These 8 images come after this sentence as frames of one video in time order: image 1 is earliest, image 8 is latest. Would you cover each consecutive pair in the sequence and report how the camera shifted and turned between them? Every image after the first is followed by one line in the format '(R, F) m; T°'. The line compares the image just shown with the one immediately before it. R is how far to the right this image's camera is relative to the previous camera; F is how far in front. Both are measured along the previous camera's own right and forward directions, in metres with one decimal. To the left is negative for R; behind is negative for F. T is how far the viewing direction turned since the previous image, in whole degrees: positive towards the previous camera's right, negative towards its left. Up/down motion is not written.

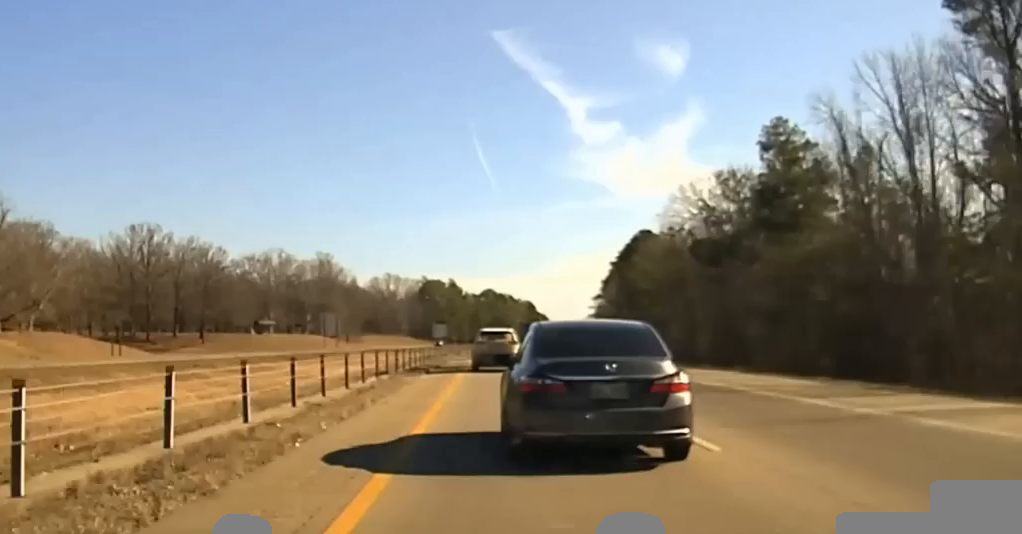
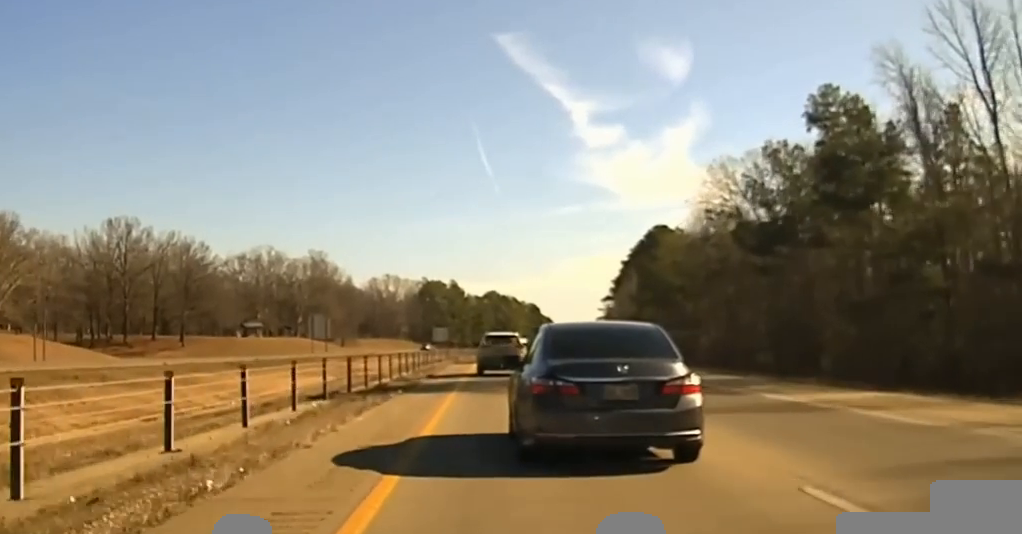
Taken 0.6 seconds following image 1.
(0.0, +18.1) m; 0°
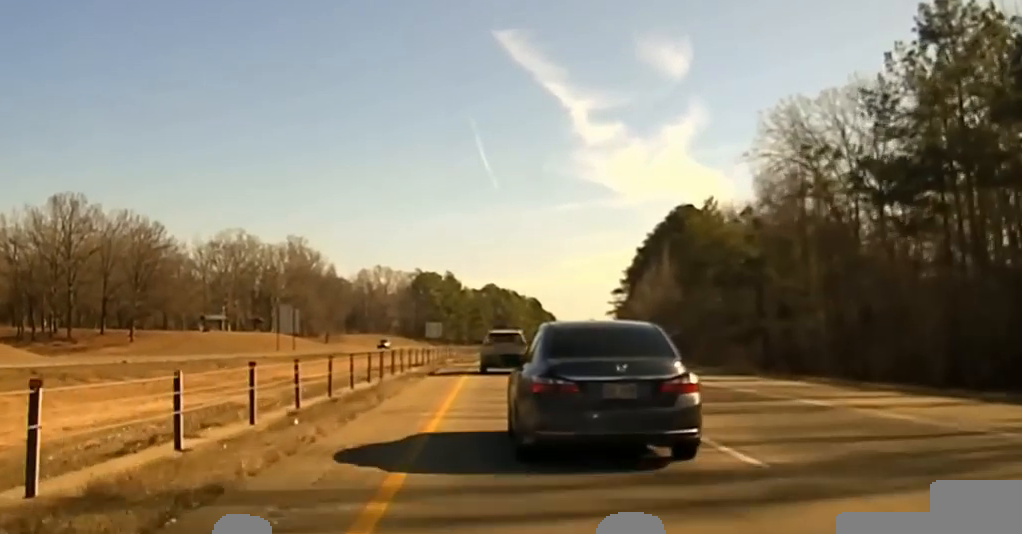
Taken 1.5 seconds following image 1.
(-0.3, +26.0) m; 0°
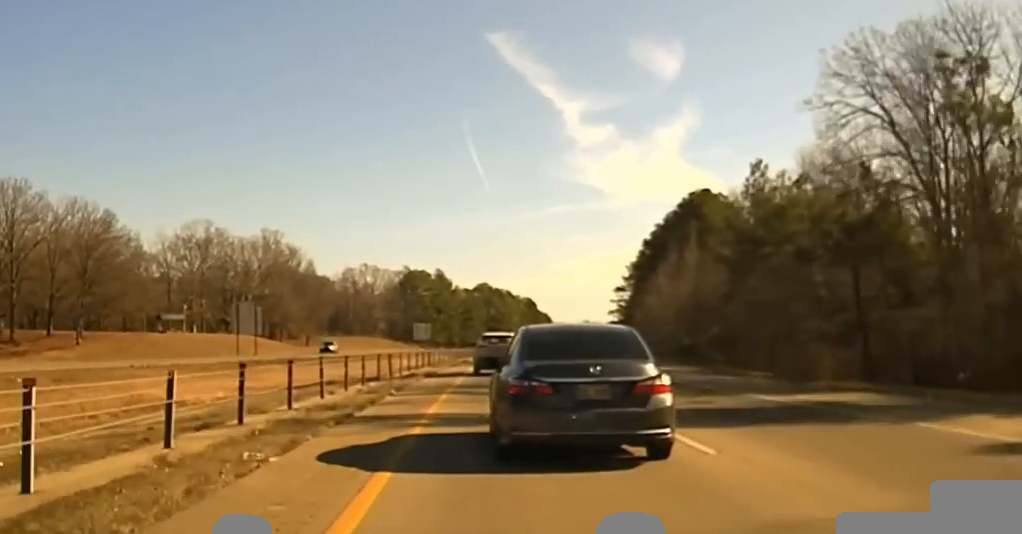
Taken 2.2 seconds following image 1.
(+0.2, +20.1) m; +1°
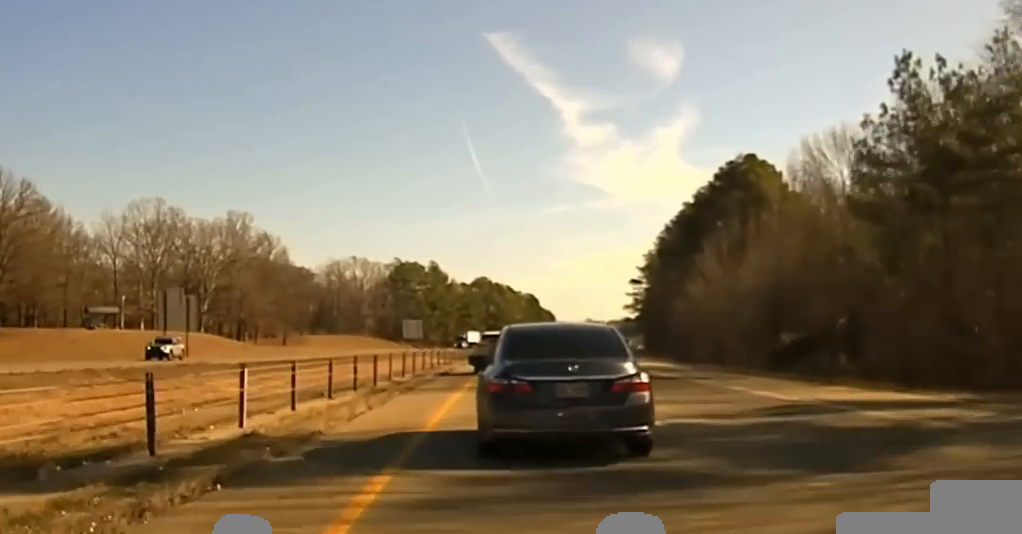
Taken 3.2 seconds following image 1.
(+0.3, +30.7) m; +1°
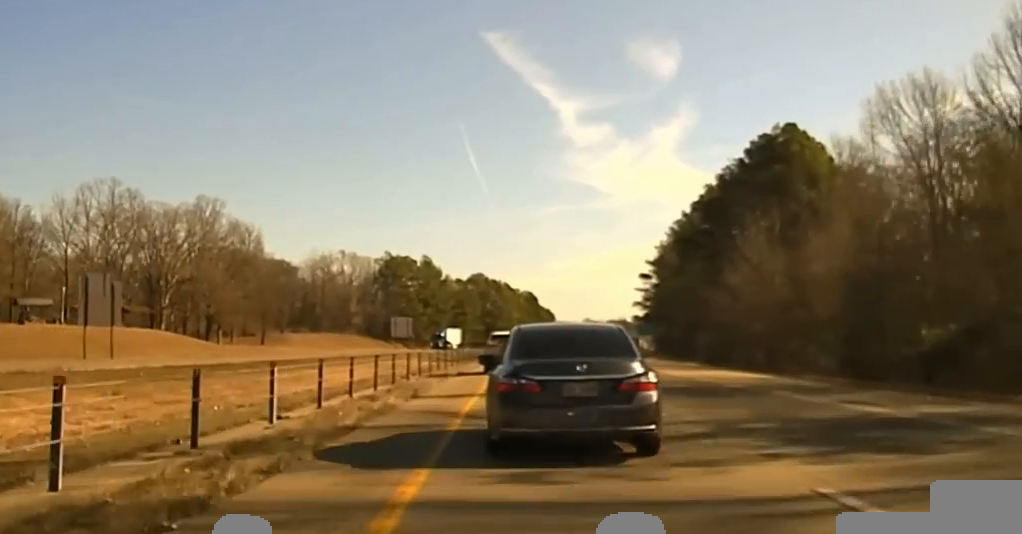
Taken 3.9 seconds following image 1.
(+0.1, +24.5) m; 0°
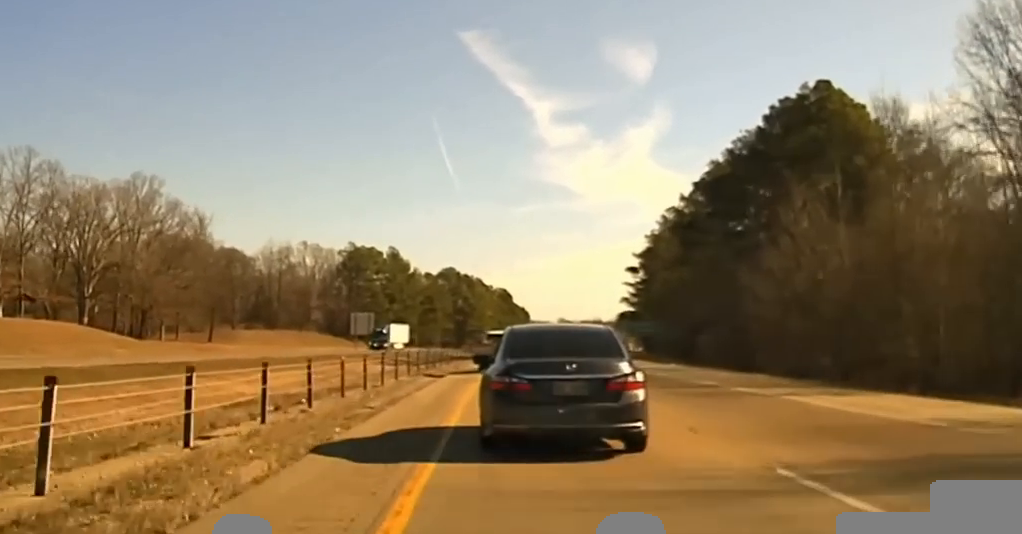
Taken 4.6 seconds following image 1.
(+0.1, +28.1) m; +1°
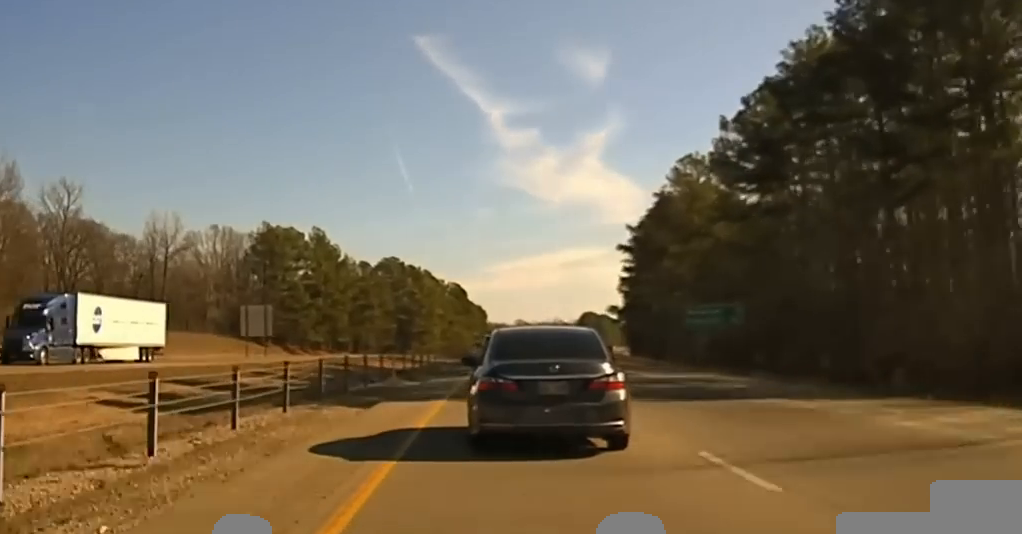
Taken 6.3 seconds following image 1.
(+1.5, +64.4) m; +3°
